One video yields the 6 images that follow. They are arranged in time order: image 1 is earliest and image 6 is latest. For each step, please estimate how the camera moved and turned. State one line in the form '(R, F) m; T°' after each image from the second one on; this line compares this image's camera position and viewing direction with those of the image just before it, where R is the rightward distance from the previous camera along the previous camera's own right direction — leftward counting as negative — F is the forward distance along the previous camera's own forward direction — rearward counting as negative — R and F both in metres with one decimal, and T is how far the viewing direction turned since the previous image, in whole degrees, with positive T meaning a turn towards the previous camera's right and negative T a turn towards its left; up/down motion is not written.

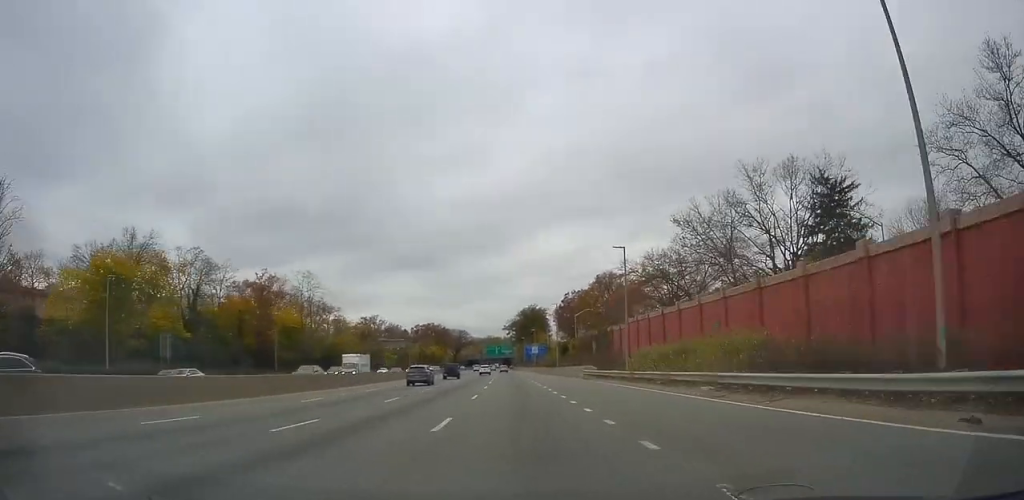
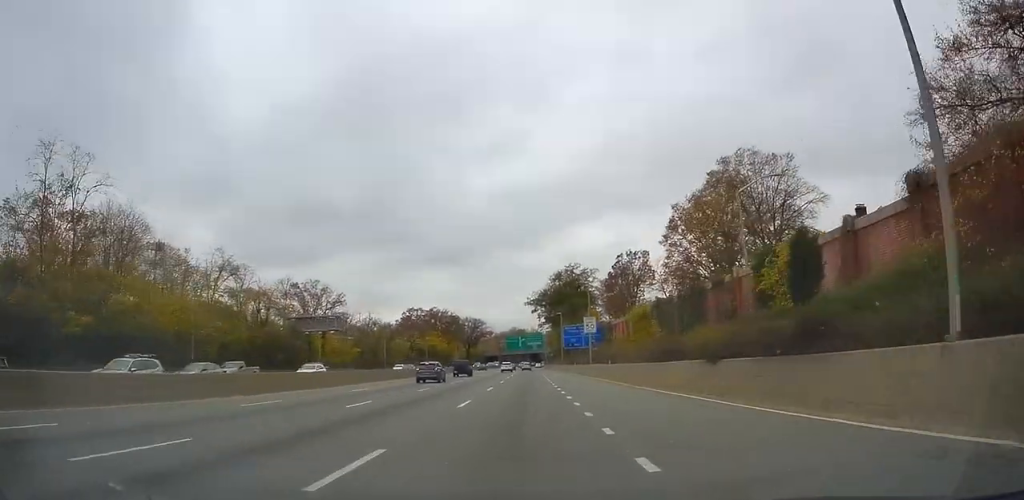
(-2.4, +67.3) m; -3°
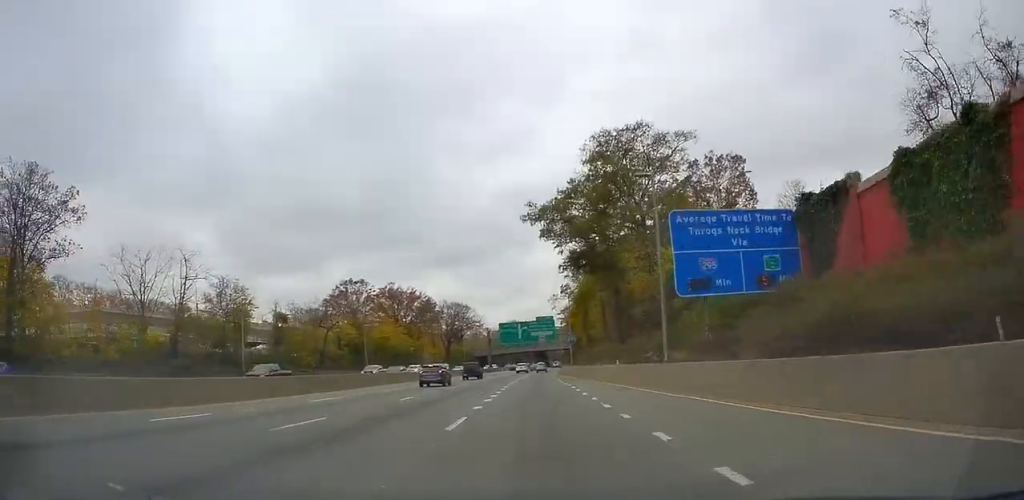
(-0.5, +67.3) m; -1°
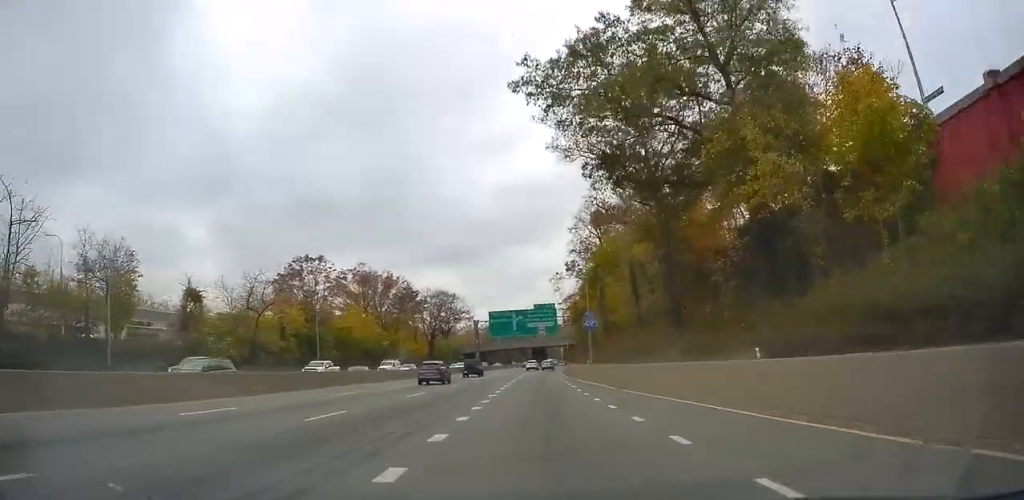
(-0.2, +22.9) m; -1°
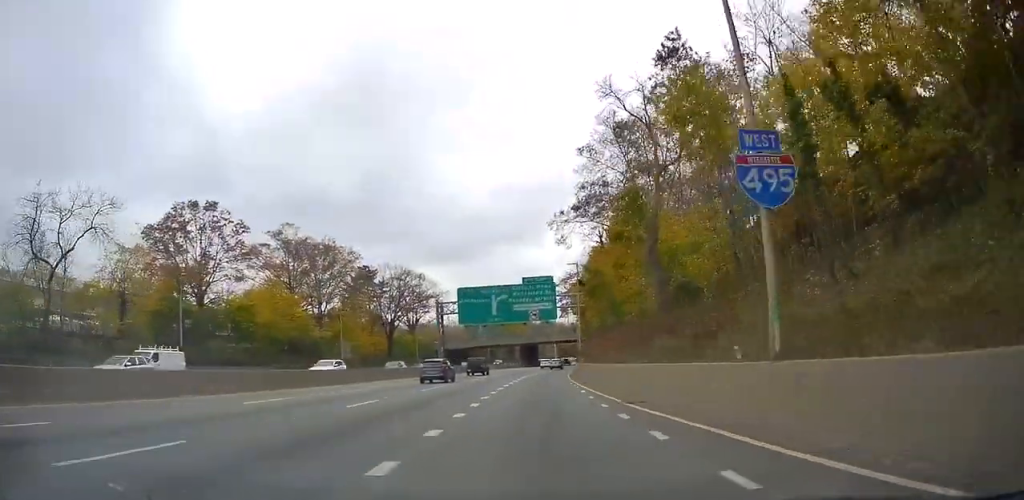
(-0.4, +33.6) m; -1°
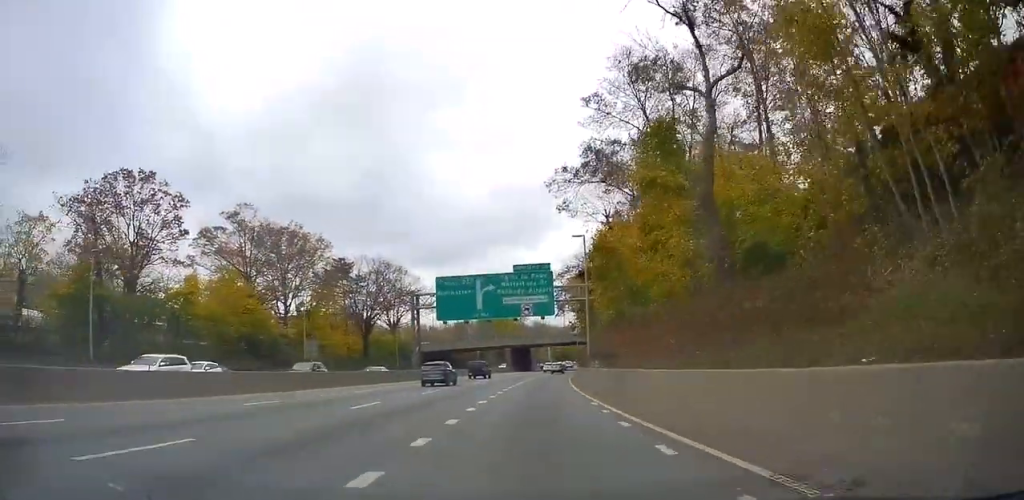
(0.0, +12.5) m; 0°
